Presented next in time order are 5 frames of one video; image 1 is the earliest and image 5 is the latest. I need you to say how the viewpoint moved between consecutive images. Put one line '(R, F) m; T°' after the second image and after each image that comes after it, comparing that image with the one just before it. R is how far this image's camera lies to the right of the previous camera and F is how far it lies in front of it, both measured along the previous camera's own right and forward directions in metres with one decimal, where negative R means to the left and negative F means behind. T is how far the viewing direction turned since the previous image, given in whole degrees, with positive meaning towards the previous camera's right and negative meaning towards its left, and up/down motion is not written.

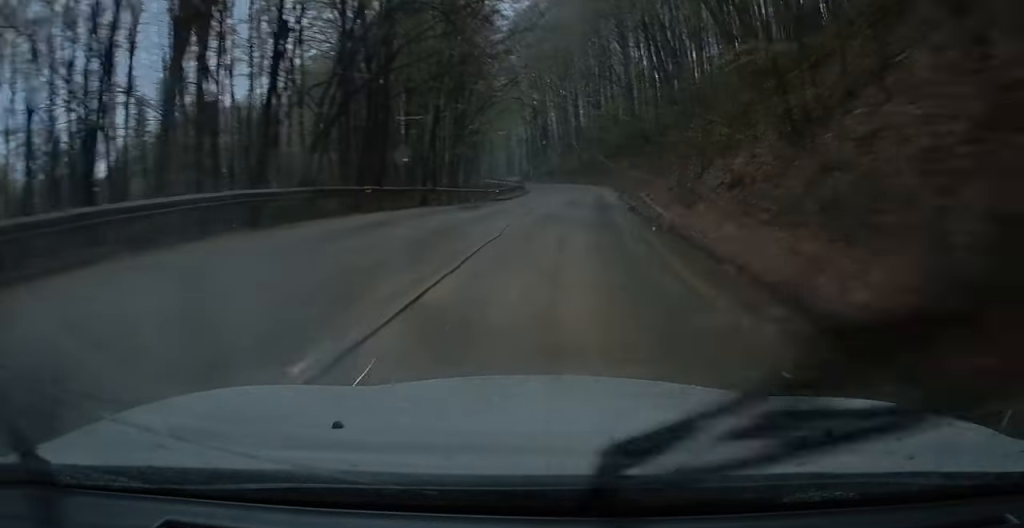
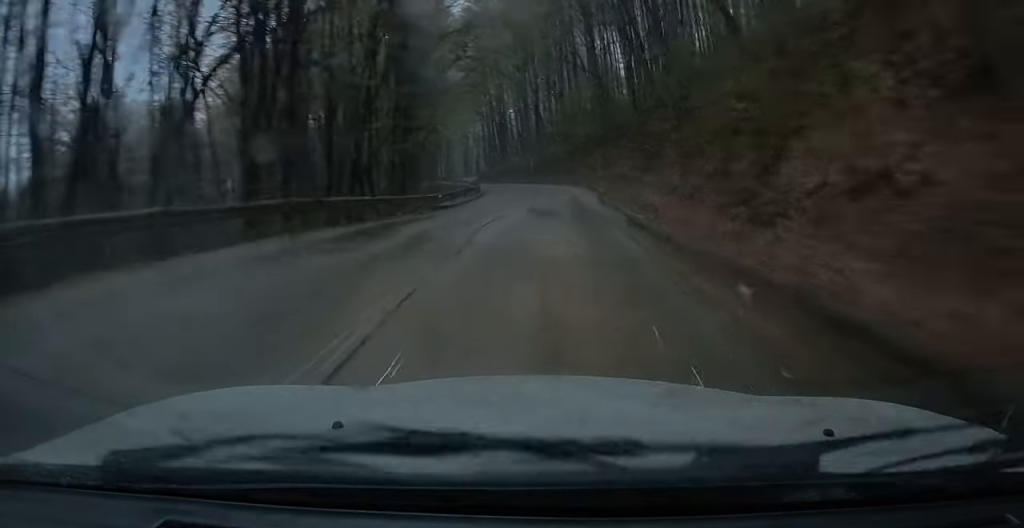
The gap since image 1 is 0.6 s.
(+0.3, +10.1) m; +3°
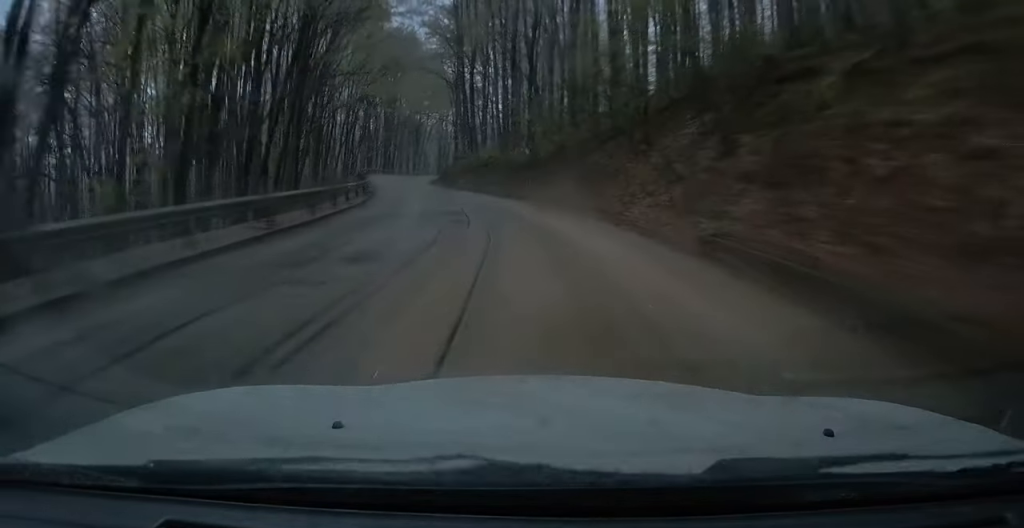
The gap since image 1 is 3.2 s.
(+0.3, +41.0) m; -5°
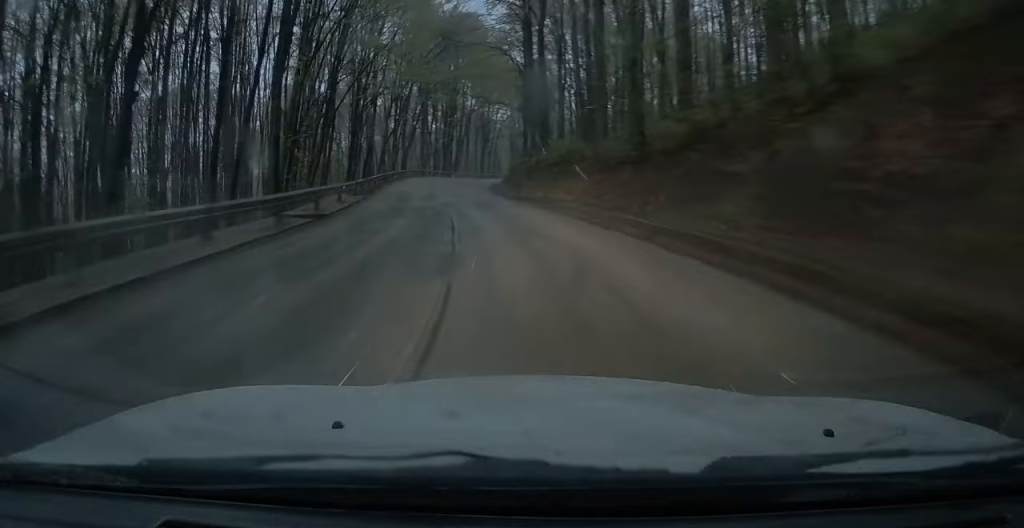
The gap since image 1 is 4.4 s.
(-1.4, +18.7) m; -6°
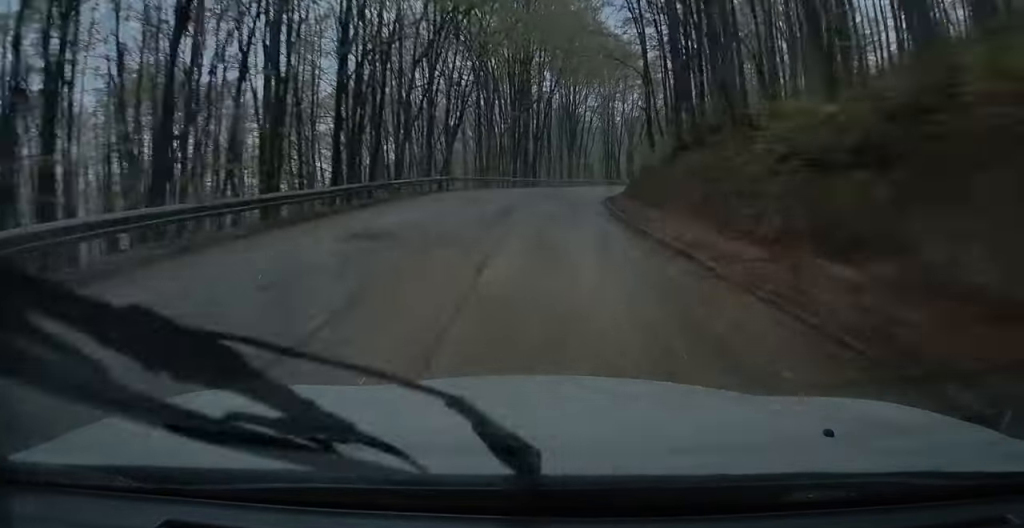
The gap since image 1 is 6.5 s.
(-0.8, +34.1) m; -2°
